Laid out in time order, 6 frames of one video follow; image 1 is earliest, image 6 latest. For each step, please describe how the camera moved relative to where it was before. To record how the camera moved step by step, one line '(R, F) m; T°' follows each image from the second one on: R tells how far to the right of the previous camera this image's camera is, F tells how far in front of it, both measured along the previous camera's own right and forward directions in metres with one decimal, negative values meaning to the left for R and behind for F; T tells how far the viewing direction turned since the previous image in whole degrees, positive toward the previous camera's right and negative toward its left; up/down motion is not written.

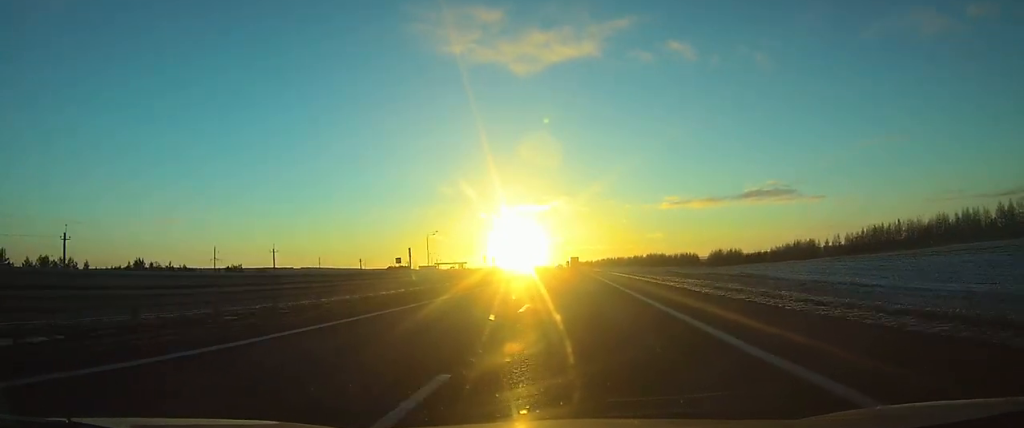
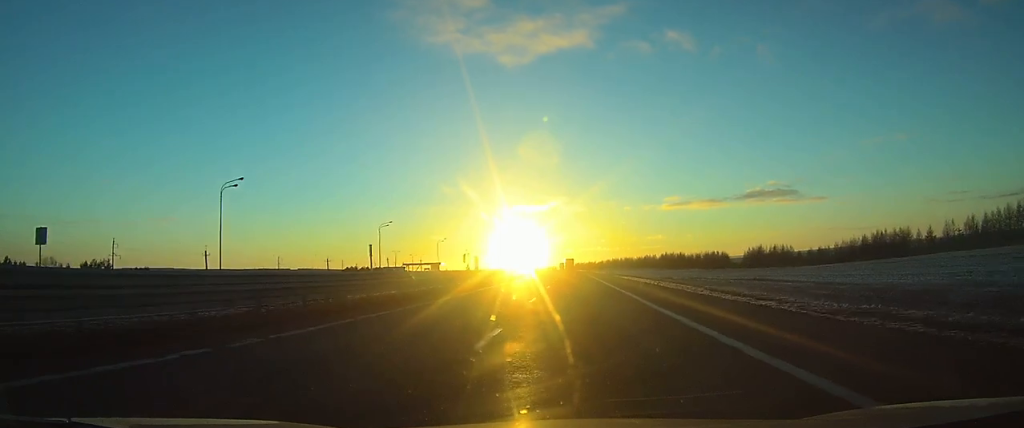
(-0.3, +70.5) m; 0°
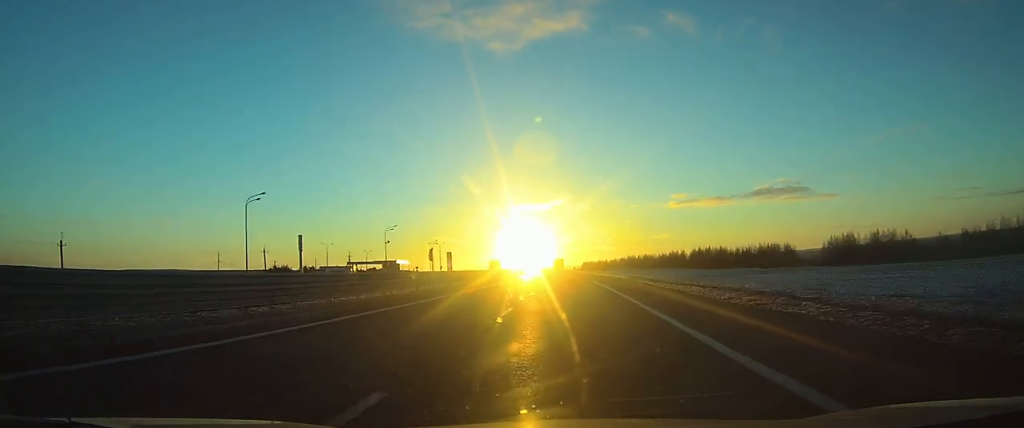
(0.0, +77.3) m; -1°
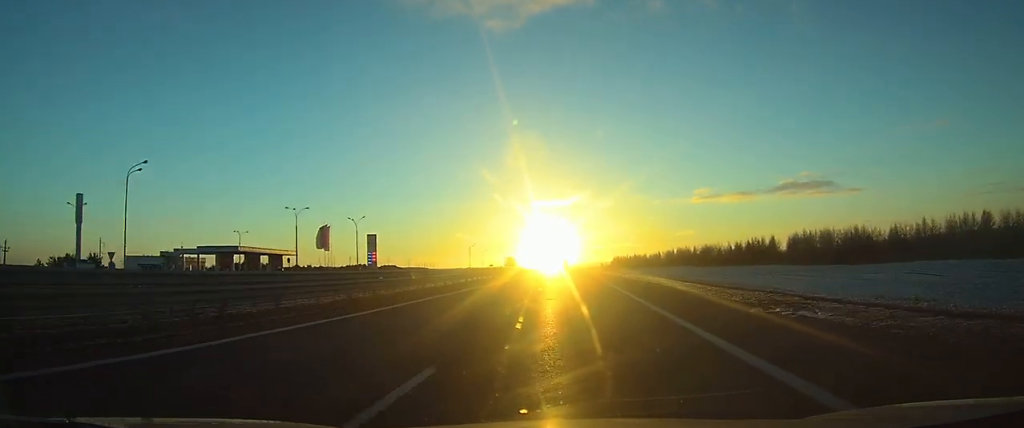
(-2.2, +104.8) m; -3°
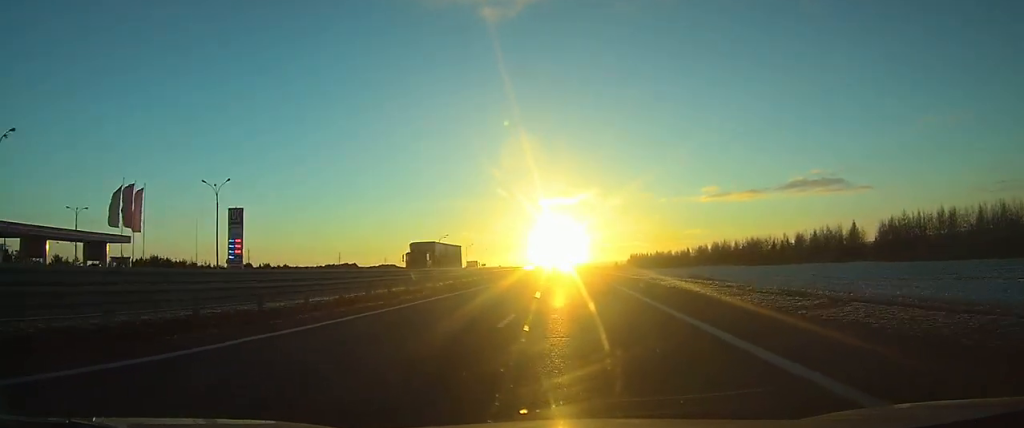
(-0.7, +54.5) m; -1°
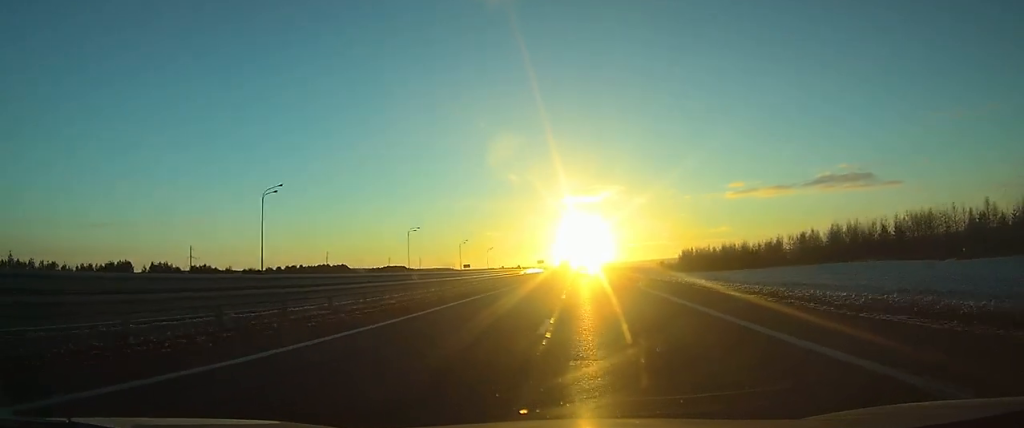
(-0.9, +85.0) m; -1°
